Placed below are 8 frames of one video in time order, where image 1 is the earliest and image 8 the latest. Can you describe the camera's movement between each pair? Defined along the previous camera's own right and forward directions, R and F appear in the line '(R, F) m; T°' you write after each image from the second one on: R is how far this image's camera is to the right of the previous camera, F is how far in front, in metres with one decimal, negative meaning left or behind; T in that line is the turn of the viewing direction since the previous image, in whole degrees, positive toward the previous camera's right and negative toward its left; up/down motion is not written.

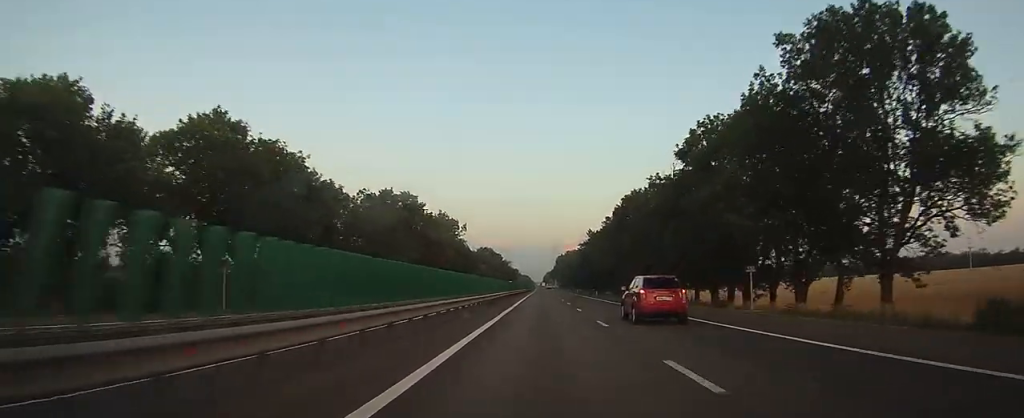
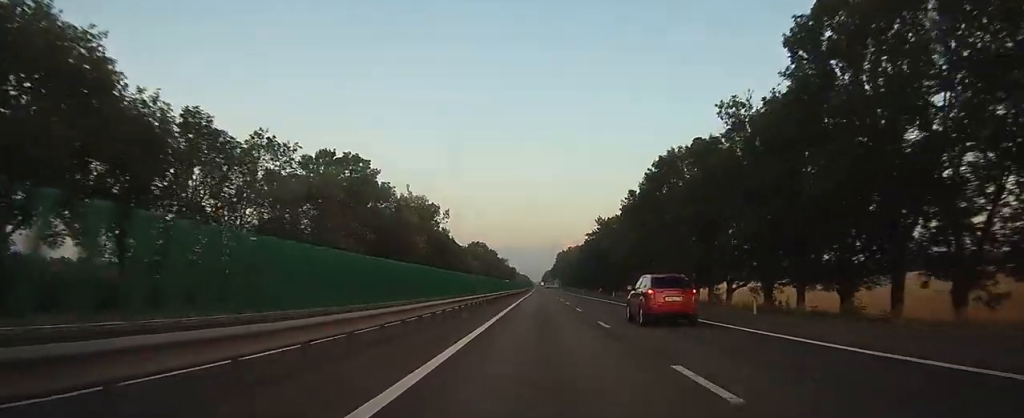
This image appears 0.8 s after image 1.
(0.0, +24.5) m; 0°
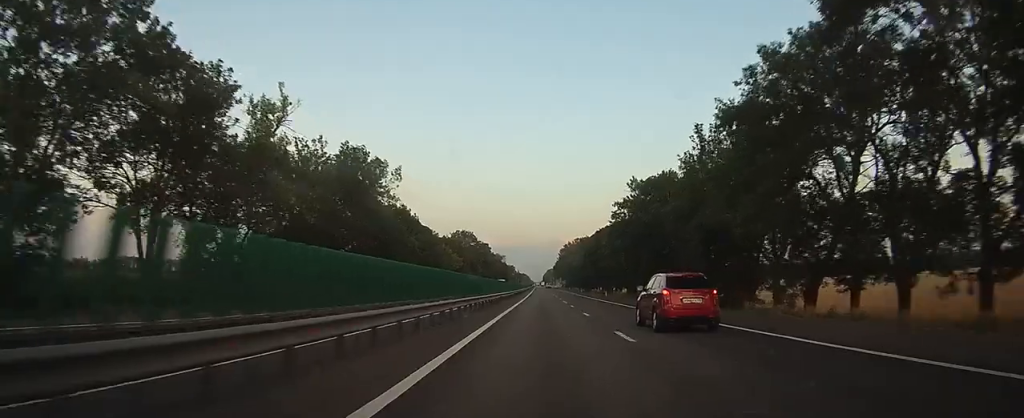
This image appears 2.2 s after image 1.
(0.0, +40.6) m; 0°
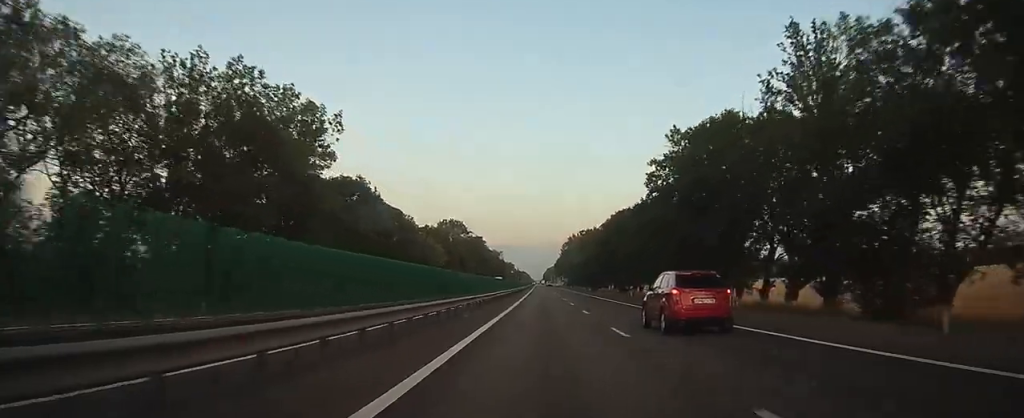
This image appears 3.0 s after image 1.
(-0.3, +23.0) m; 0°
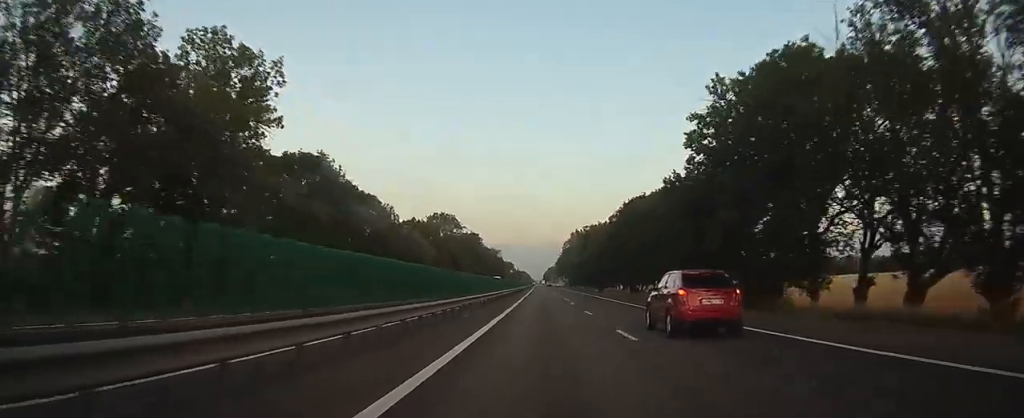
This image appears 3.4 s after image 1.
(+0.1, +13.1) m; 0°
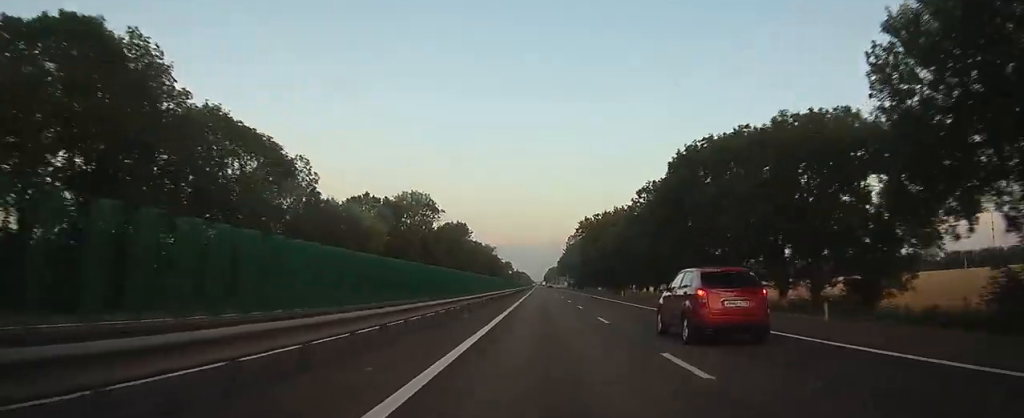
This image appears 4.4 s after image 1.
(+0.1, +30.2) m; 0°
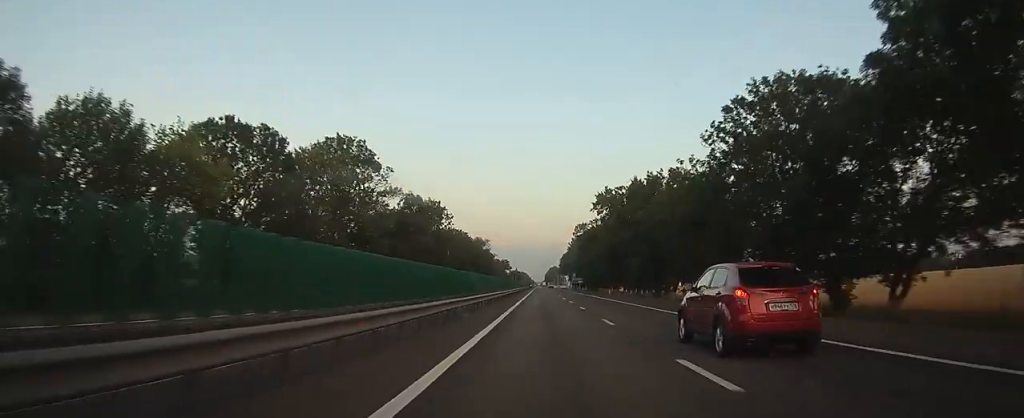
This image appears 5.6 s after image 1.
(-0.1, +37.2) m; 0°
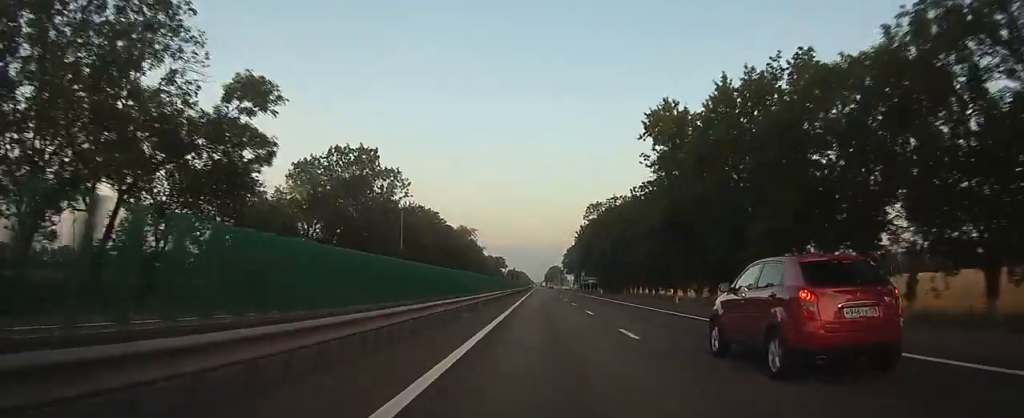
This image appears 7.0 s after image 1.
(0.0, +41.1) m; 0°
